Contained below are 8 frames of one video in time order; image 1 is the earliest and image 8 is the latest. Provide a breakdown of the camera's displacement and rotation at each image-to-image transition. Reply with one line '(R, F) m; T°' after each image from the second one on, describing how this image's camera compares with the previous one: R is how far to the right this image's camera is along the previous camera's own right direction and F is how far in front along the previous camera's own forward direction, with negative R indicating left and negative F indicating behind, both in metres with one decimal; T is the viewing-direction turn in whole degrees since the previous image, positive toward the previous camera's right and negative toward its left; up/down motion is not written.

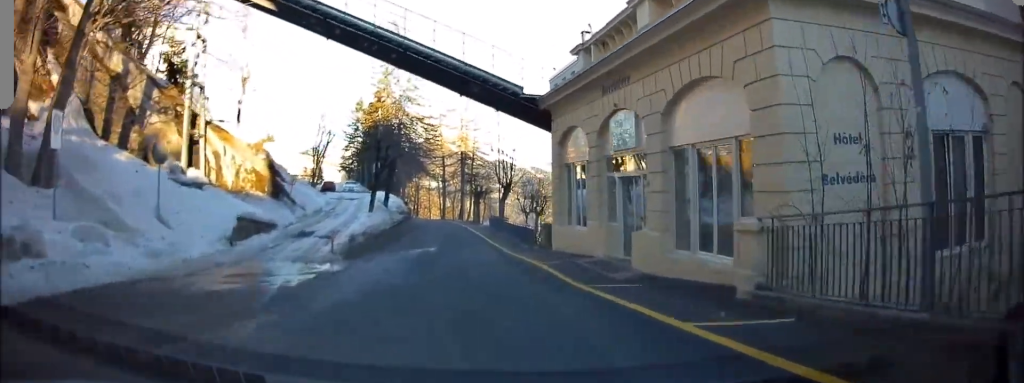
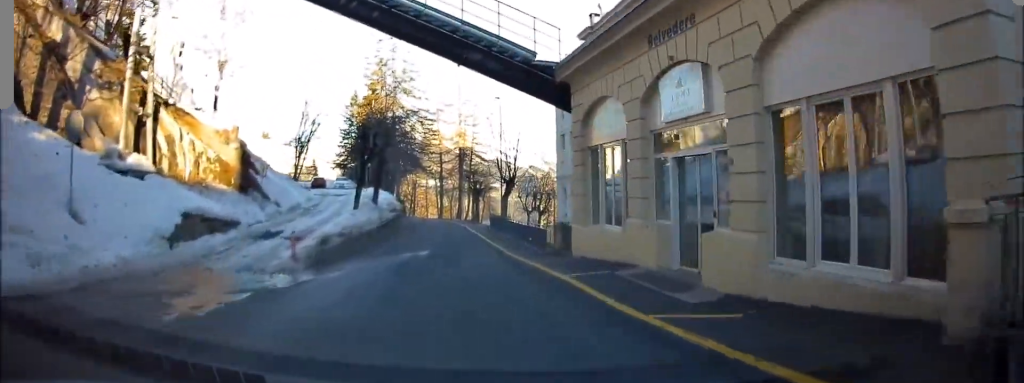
(+0.3, +4.0) m; +5°
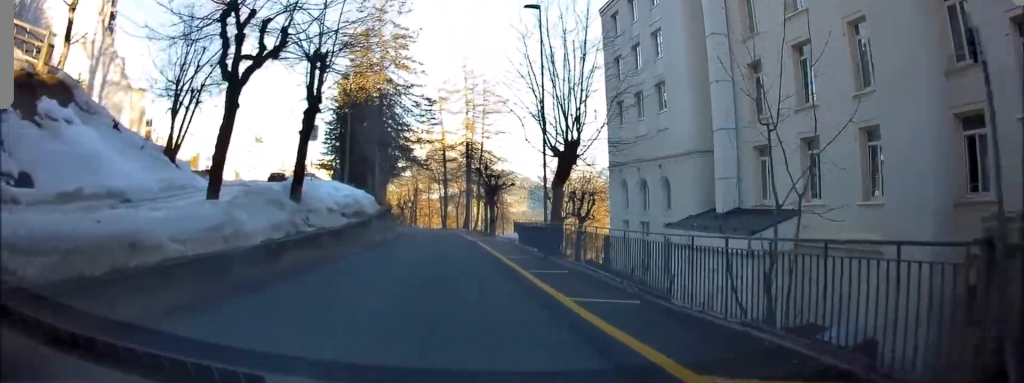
(+2.6, +18.2) m; +4°
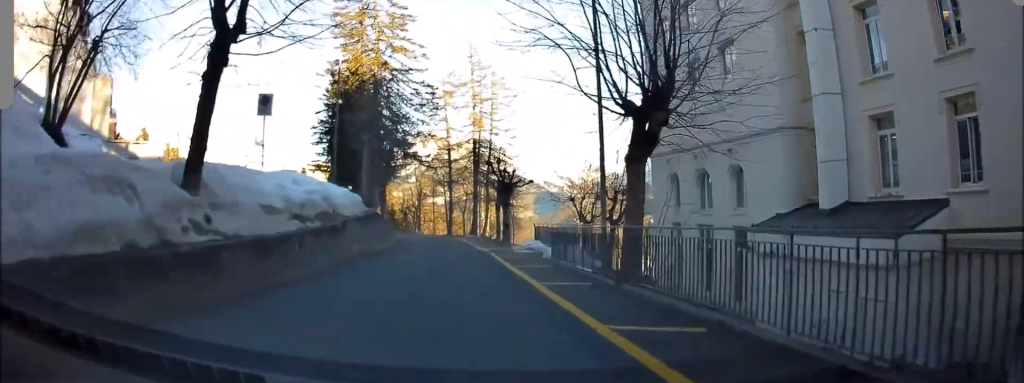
(-0.7, +7.6) m; -10°
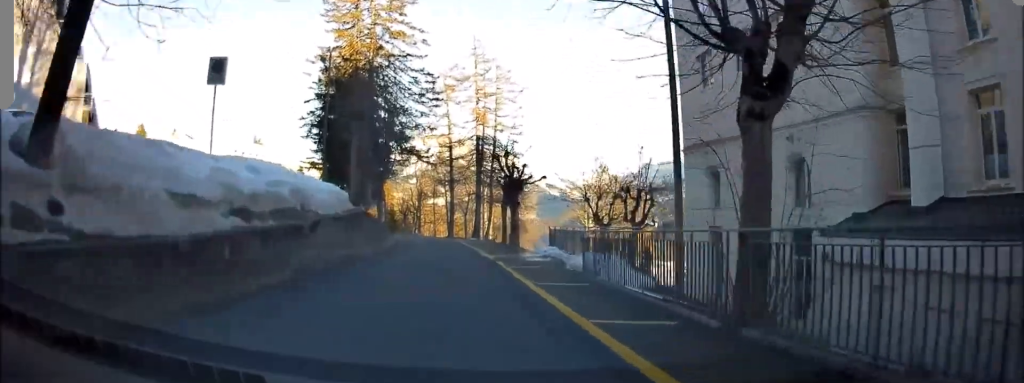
(-0.4, +4.6) m; -6°
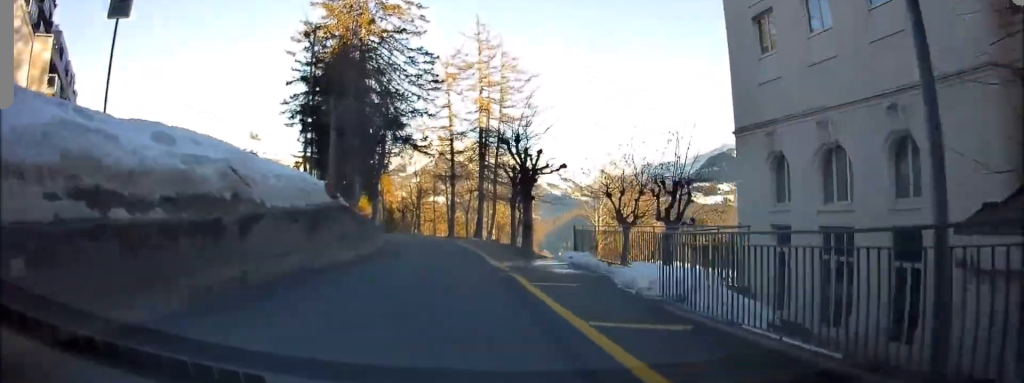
(-0.1, +5.0) m; 0°
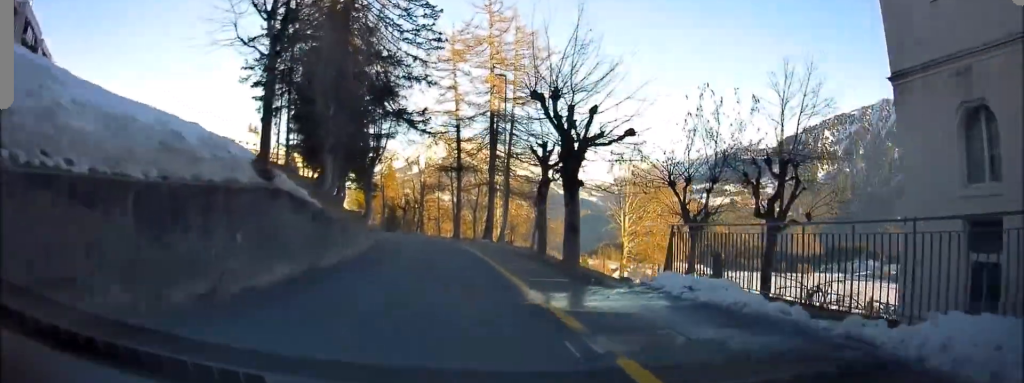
(0.0, +8.8) m; +3°
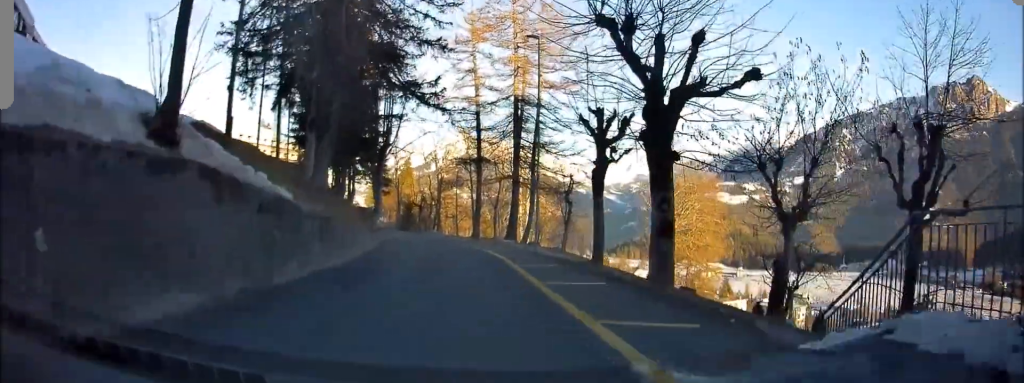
(+0.3, +6.2) m; +5°
